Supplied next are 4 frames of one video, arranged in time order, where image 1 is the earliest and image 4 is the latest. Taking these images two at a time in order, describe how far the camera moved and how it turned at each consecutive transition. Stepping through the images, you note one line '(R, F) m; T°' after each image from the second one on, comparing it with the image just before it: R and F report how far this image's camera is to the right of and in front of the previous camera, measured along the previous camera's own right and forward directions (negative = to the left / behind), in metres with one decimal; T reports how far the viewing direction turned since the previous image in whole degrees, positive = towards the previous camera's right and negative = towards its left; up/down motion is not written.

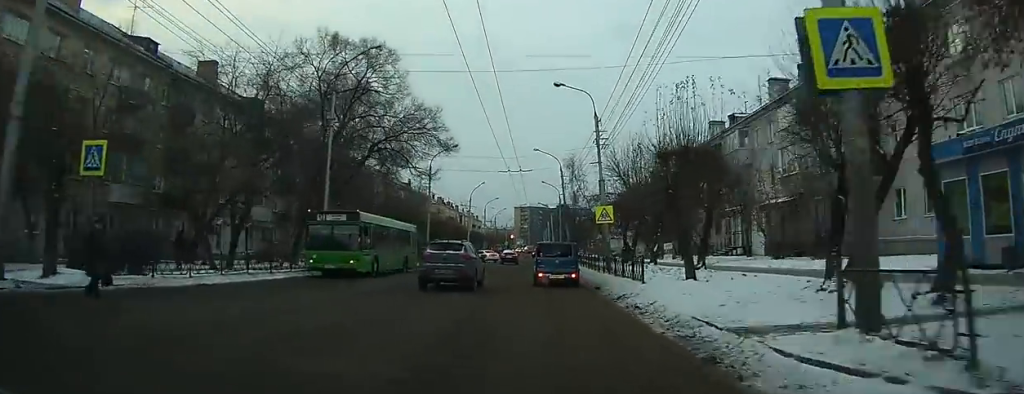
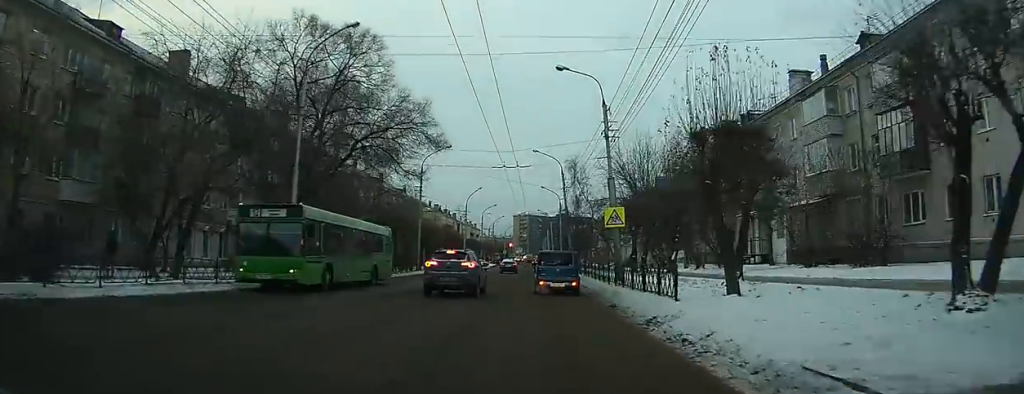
(0.0, +5.3) m; 0°
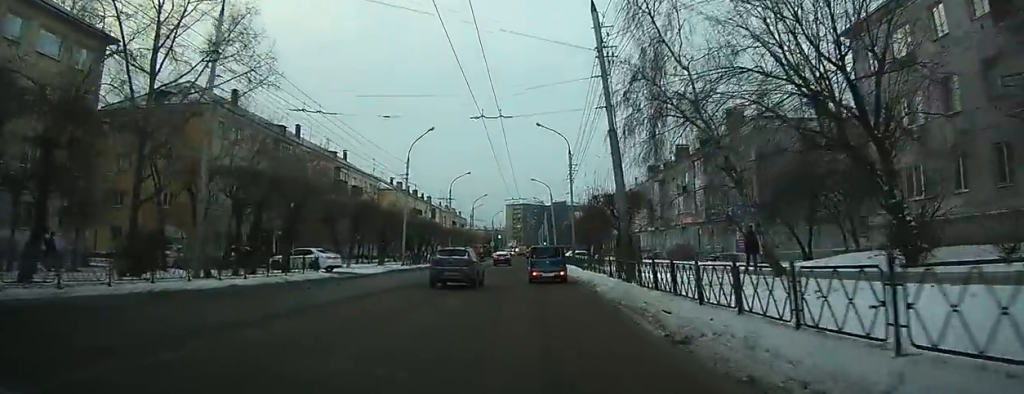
(+1.4, +42.4) m; +3°
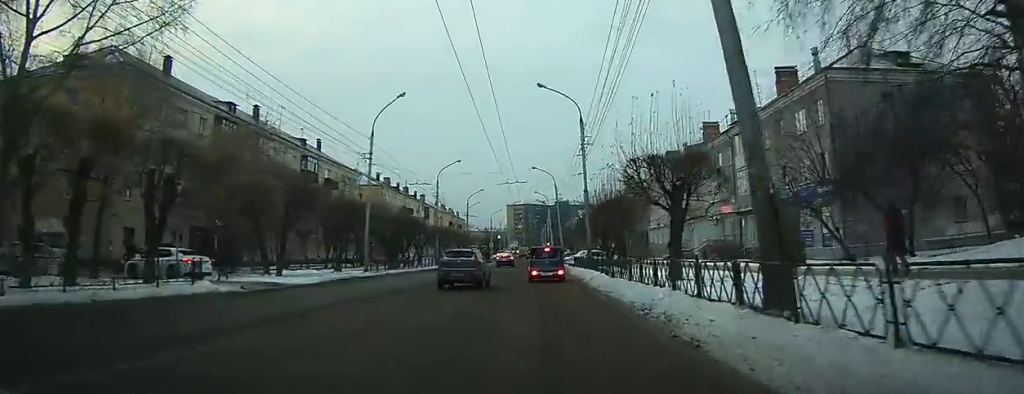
(-0.2, +12.3) m; -1°
